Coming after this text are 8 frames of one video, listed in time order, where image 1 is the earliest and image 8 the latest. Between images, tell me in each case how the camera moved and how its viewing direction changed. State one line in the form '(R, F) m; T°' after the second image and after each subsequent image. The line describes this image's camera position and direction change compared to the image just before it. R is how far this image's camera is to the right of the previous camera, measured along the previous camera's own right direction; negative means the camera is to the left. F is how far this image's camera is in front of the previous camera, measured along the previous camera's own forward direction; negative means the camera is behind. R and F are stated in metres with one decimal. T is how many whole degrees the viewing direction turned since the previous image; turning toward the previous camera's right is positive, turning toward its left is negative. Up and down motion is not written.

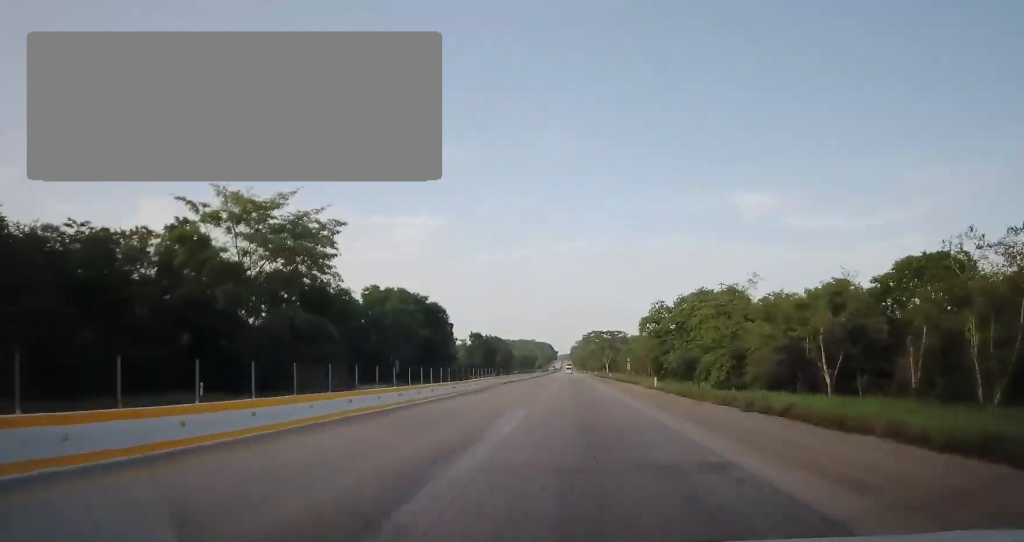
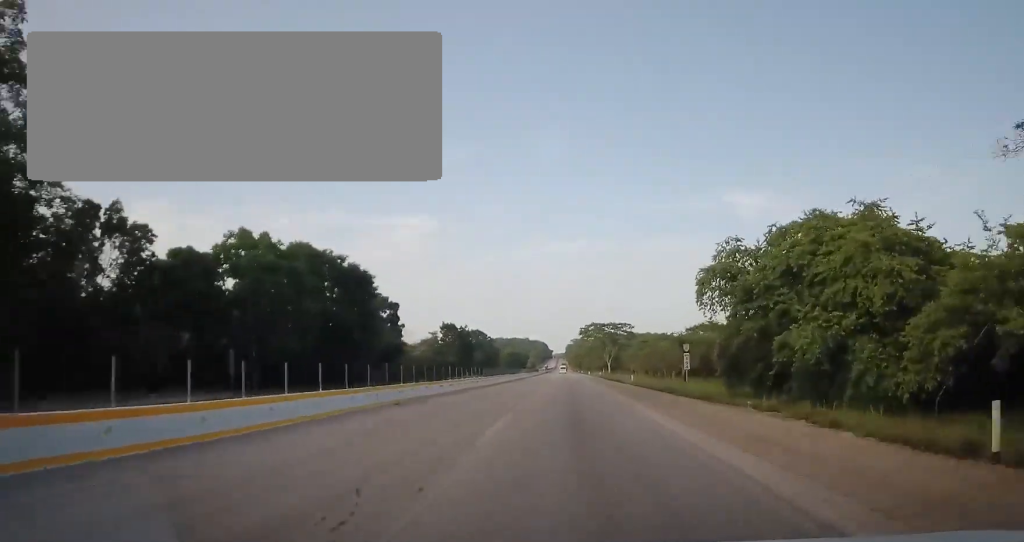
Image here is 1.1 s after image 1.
(-0.1, +31.4) m; +1°
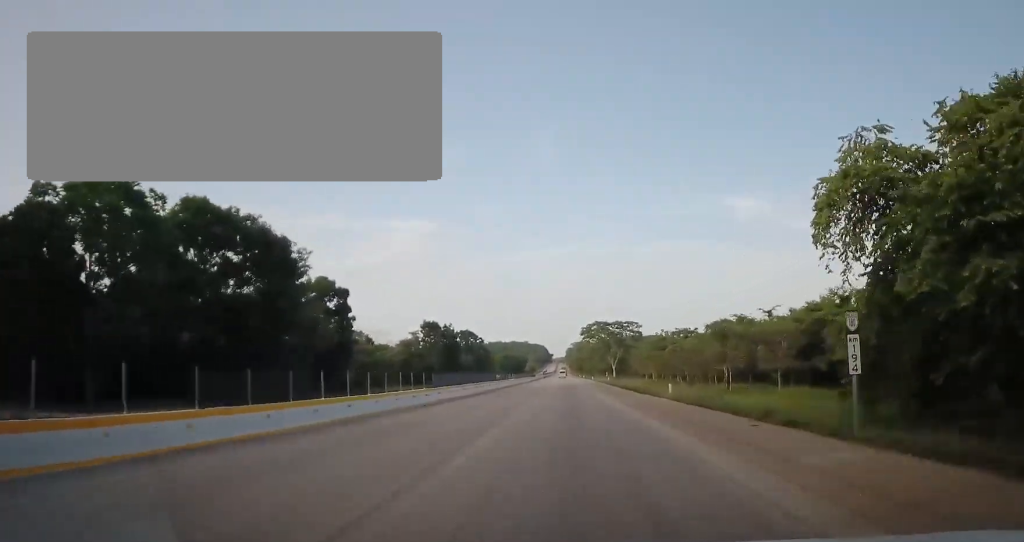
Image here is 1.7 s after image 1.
(+0.2, +17.2) m; +1°
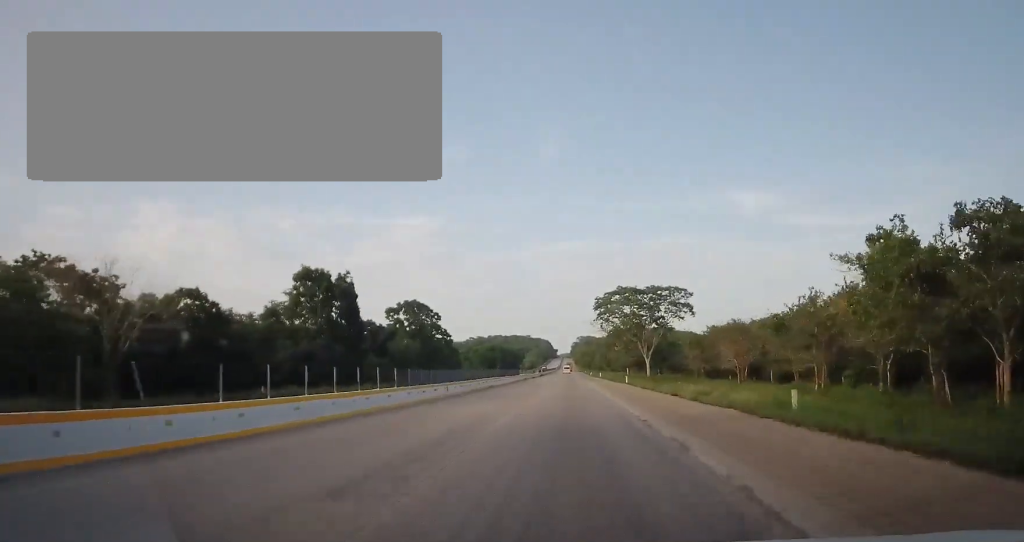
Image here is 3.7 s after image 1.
(-0.1, +55.9) m; -1°
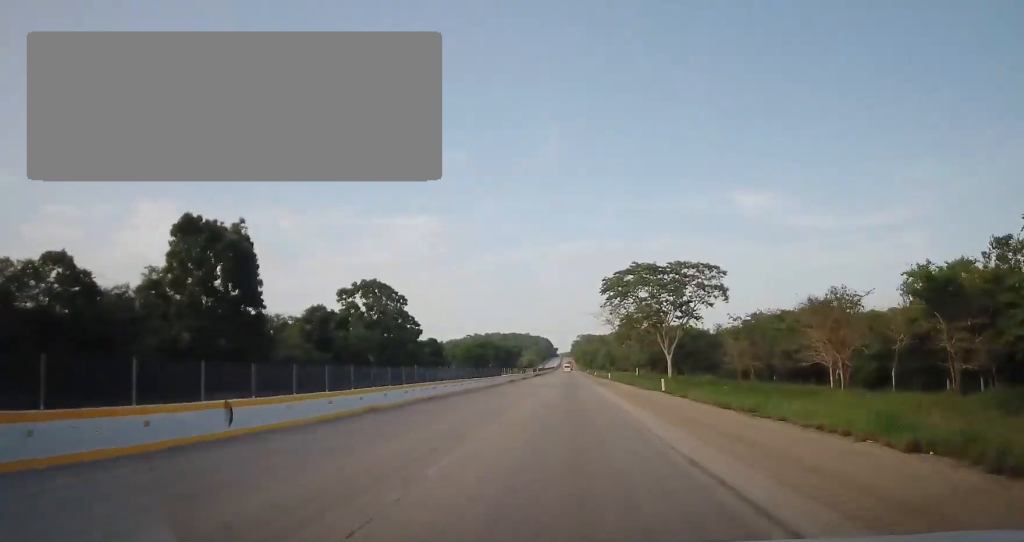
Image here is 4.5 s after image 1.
(-0.3, +20.5) m; +1°
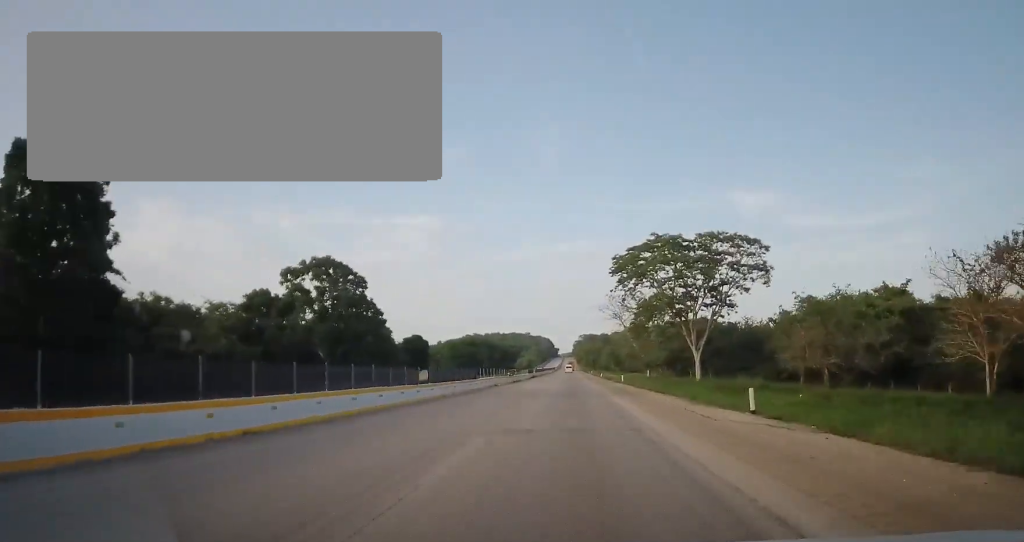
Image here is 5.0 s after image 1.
(+0.4, +15.9) m; +1°
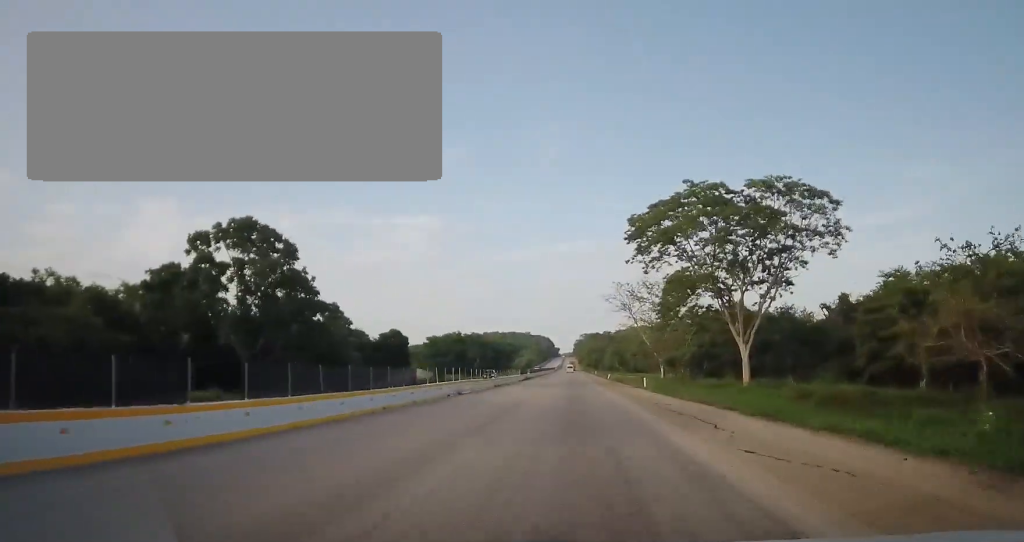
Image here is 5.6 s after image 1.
(+0.2, +16.3) m; 0°
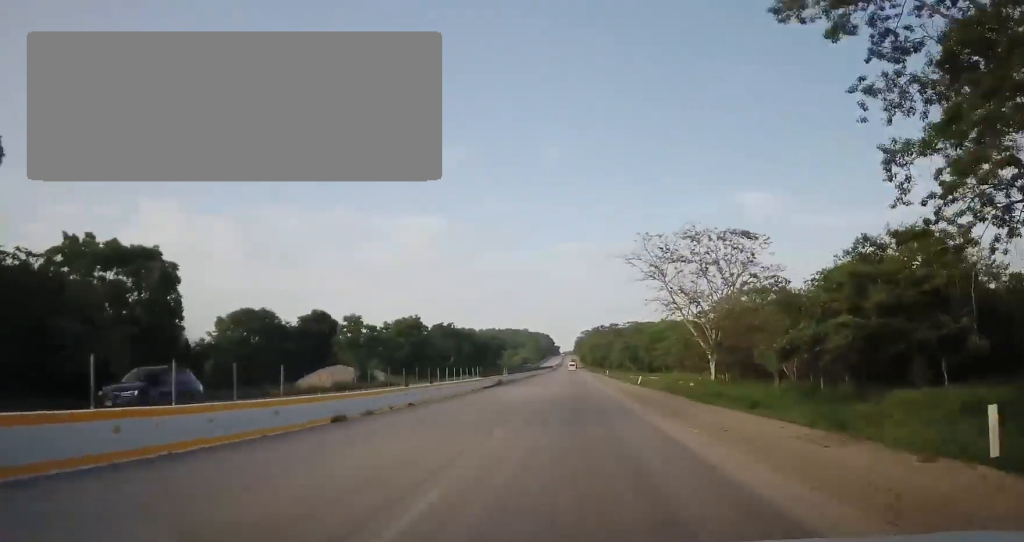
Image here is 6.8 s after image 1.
(-0.6, +34.1) m; -1°
